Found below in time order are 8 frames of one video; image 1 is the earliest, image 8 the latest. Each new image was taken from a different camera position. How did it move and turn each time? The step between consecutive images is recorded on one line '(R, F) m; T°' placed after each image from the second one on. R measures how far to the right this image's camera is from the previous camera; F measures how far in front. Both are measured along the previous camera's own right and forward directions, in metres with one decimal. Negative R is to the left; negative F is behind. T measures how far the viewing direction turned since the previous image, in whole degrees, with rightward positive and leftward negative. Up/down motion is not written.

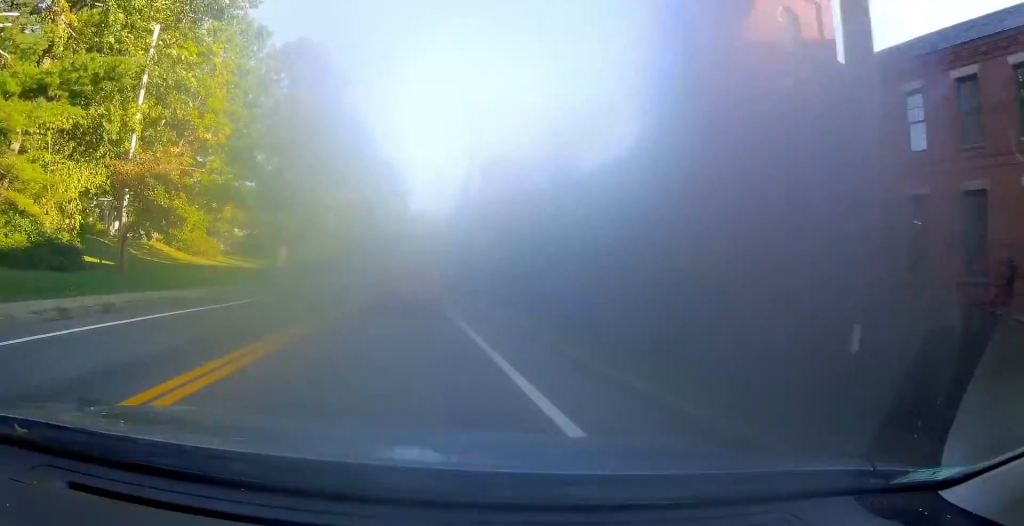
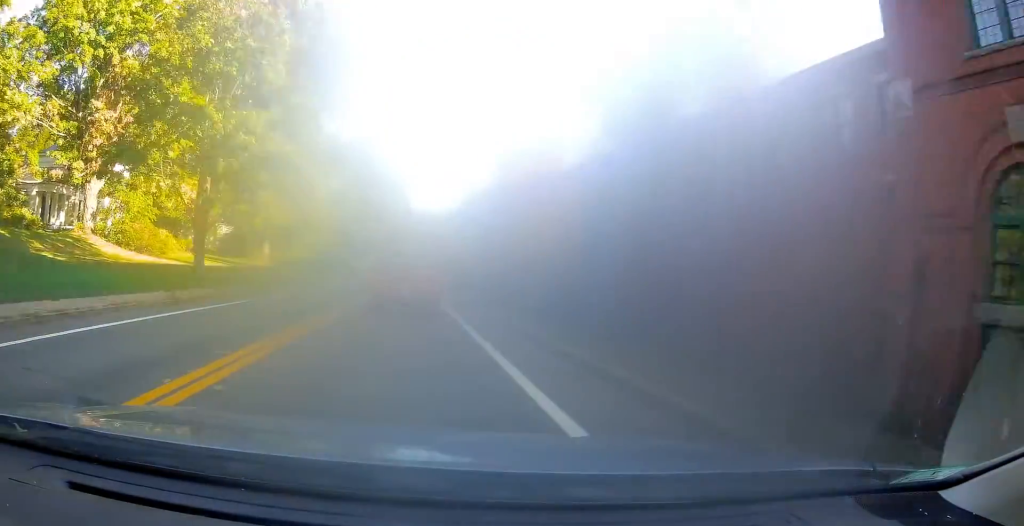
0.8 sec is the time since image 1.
(-0.2, +14.0) m; -1°
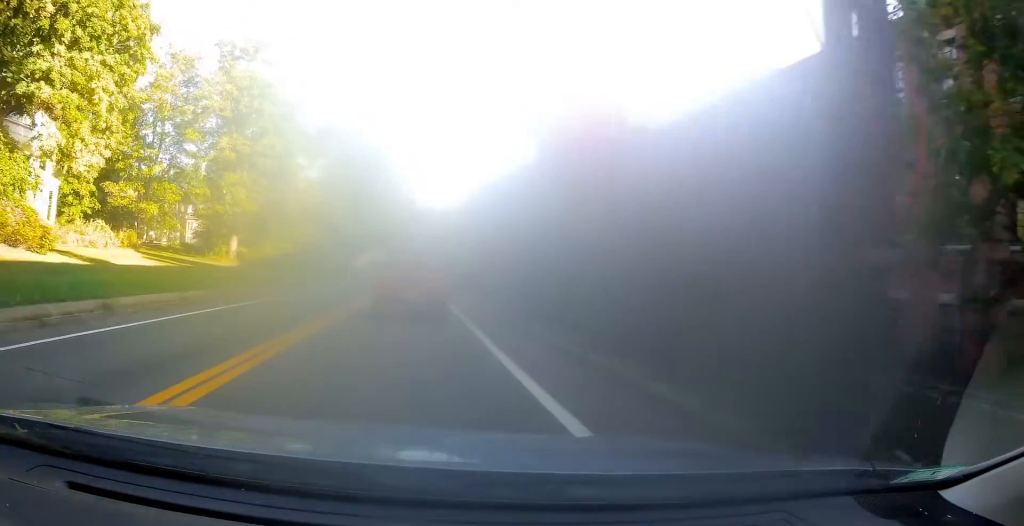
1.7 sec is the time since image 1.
(-0.1, +17.8) m; 0°
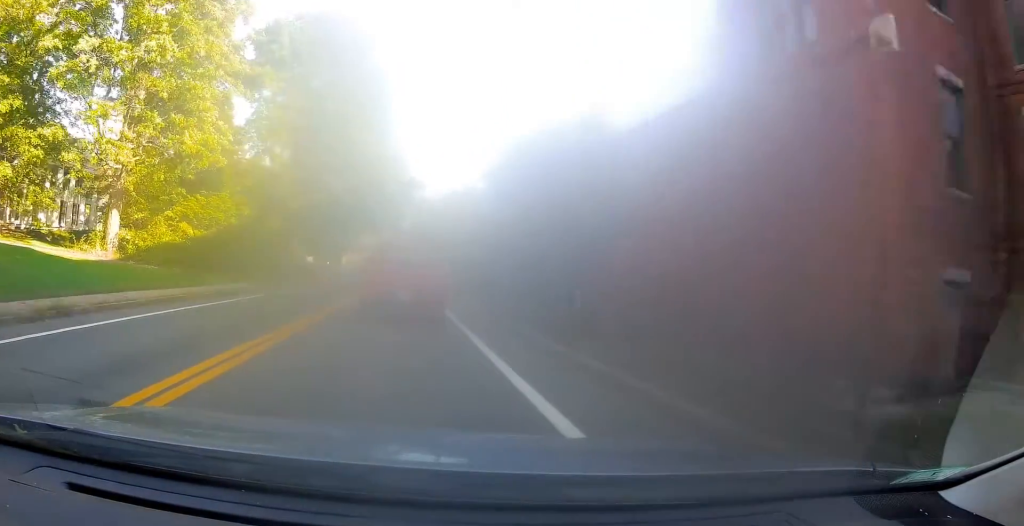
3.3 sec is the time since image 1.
(+0.4, +28.9) m; +2°
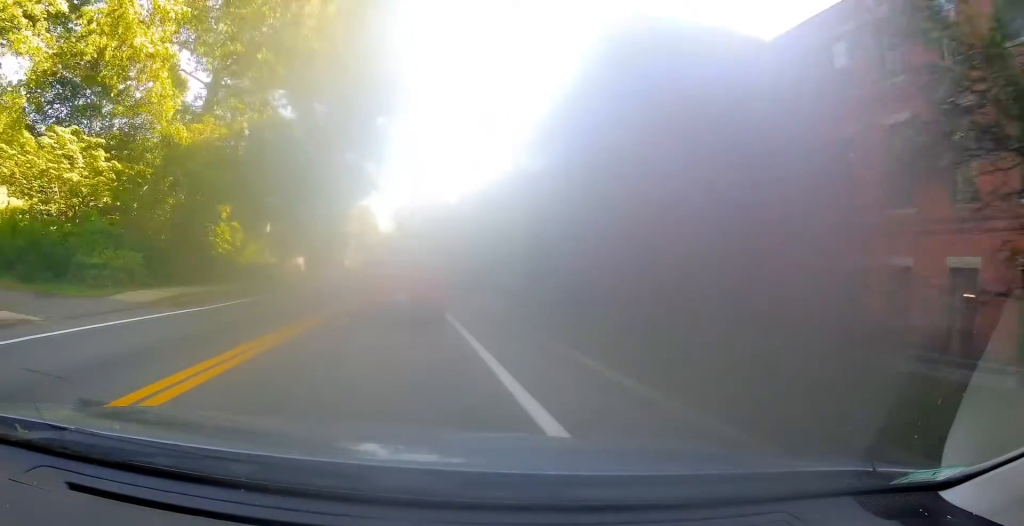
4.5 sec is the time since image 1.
(0.0, +21.5) m; -1°
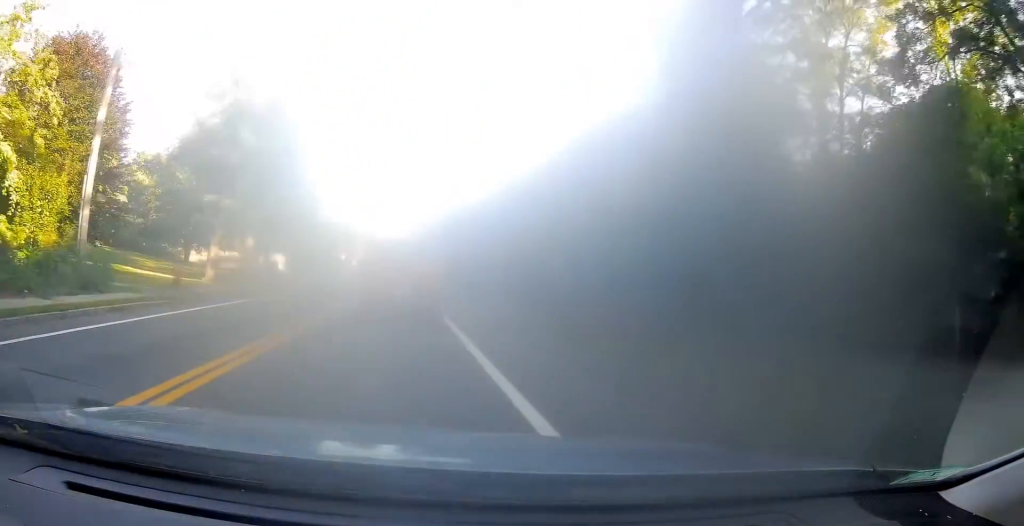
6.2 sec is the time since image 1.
(-1.0, +29.1) m; -4°
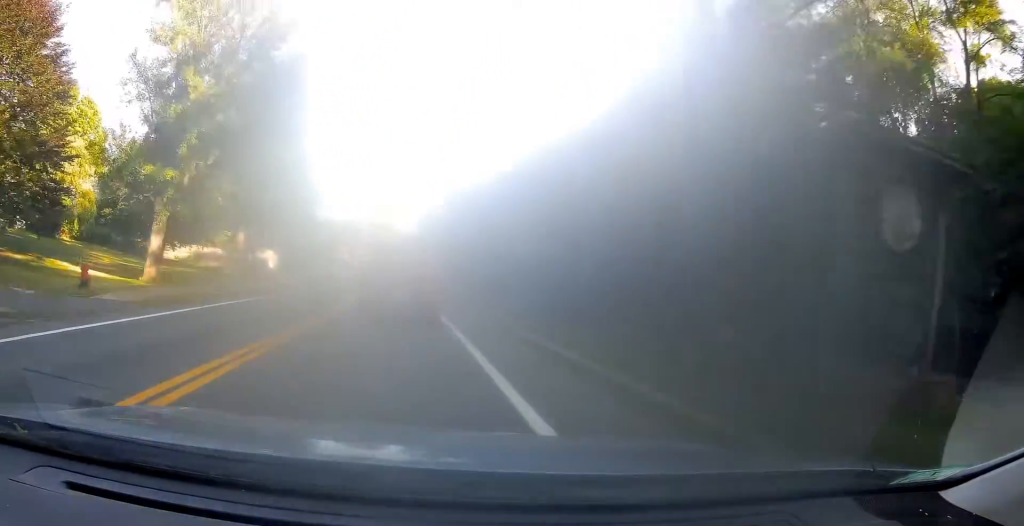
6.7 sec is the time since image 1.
(0.0, +8.5) m; 0°
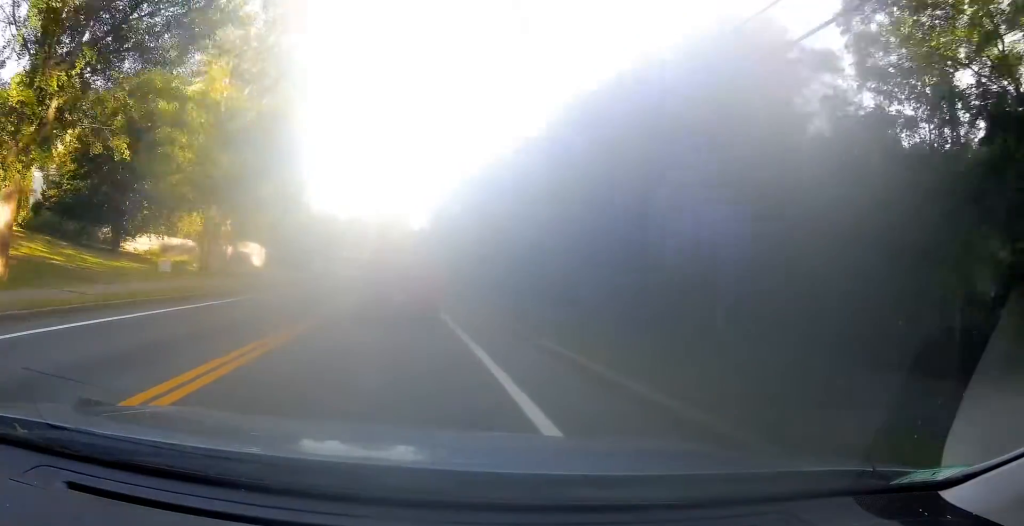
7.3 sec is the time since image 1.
(0.0, +10.8) m; 0°
